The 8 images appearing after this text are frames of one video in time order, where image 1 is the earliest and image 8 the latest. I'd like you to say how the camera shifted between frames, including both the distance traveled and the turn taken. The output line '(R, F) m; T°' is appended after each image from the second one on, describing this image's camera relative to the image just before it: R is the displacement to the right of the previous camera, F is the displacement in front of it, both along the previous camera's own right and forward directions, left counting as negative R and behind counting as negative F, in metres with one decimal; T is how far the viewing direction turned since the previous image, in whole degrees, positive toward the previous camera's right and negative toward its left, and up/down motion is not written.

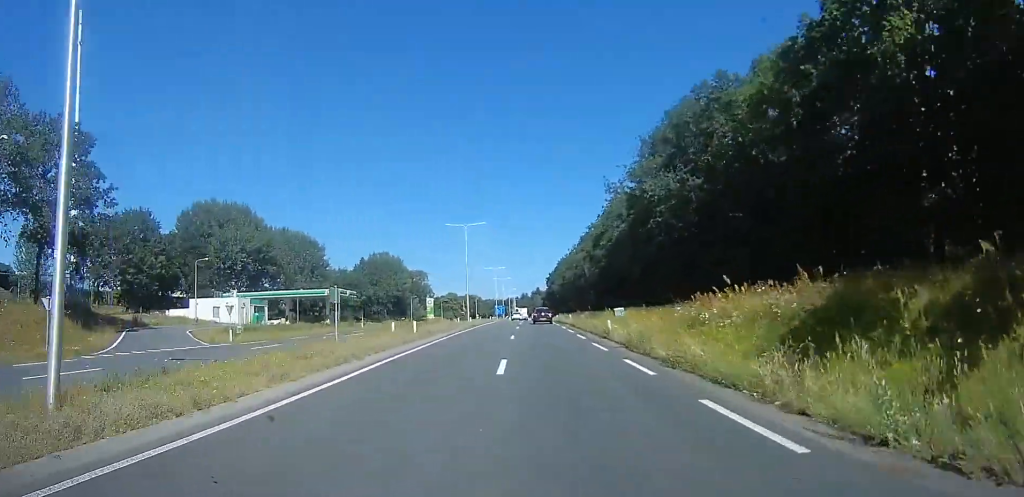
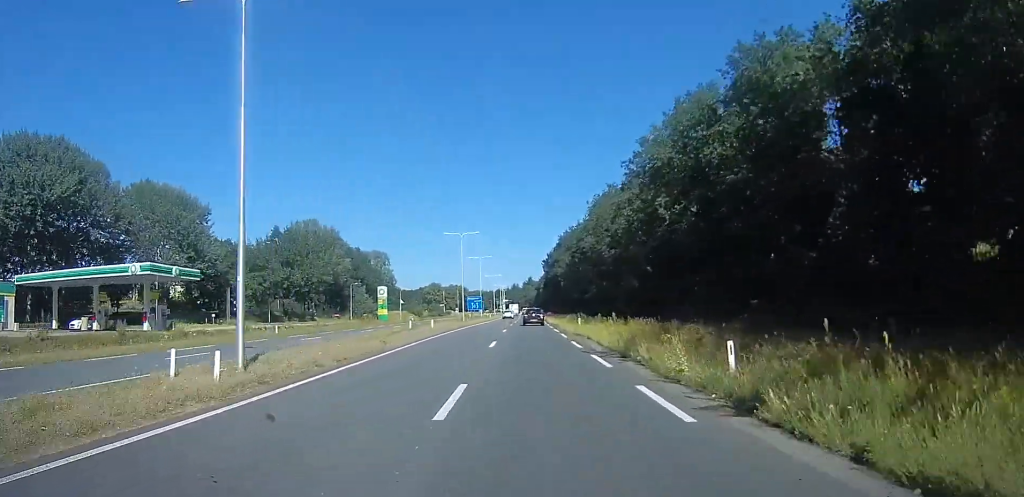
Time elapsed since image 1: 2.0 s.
(+1.4, +40.4) m; +2°
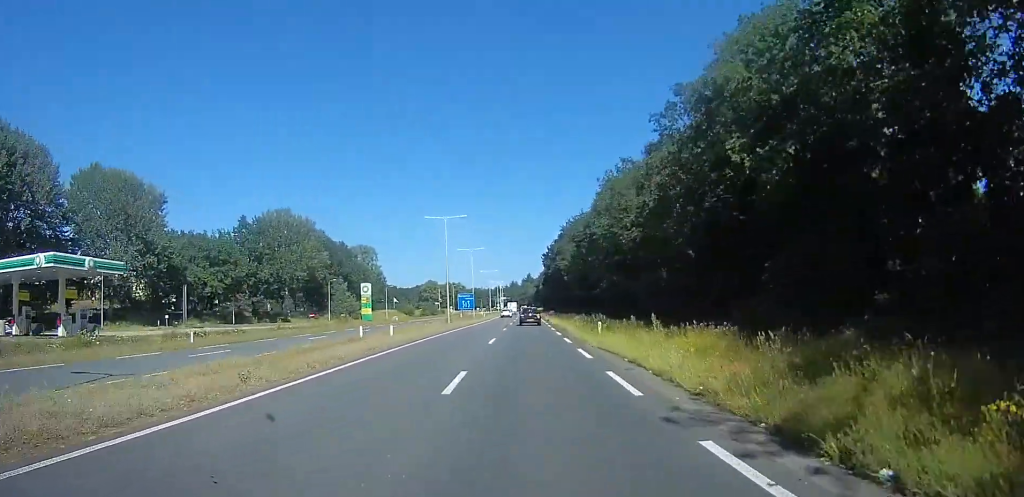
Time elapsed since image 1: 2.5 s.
(0.0, +10.0) m; -1°
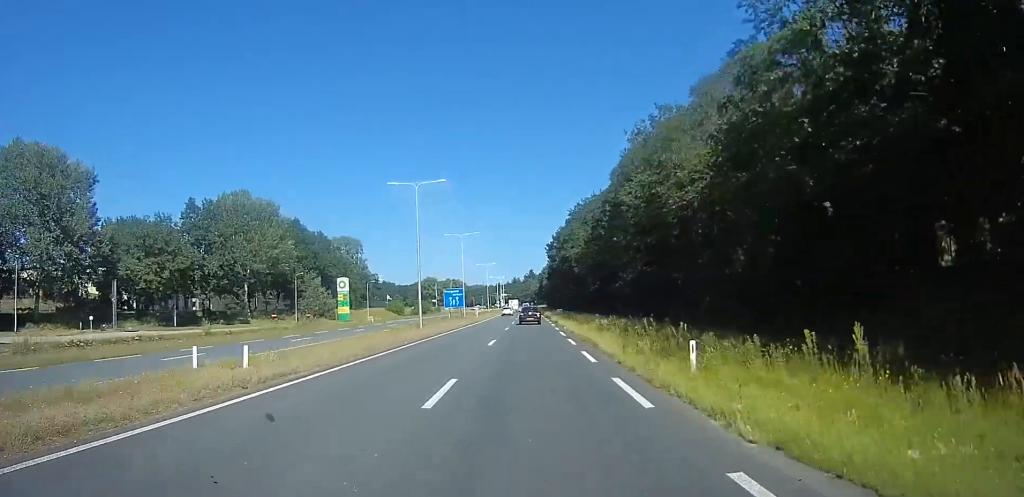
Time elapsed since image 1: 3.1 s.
(-0.3, +13.3) m; -1°
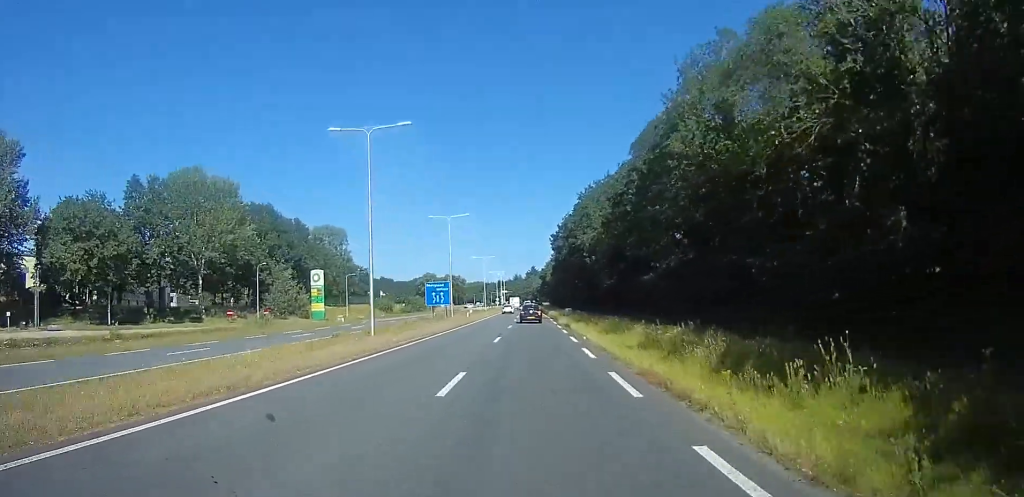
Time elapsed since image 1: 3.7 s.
(0.0, +11.1) m; 0°
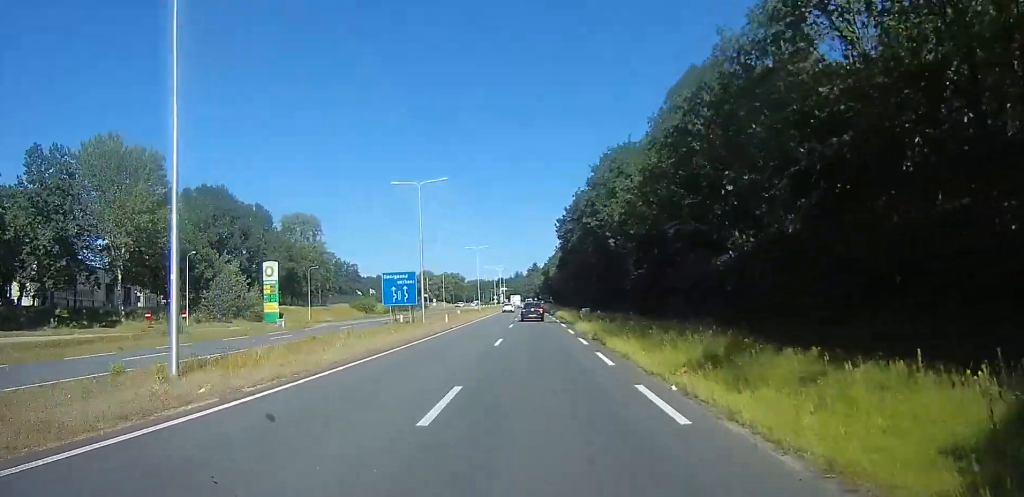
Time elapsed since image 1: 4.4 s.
(0.0, +14.2) m; 0°
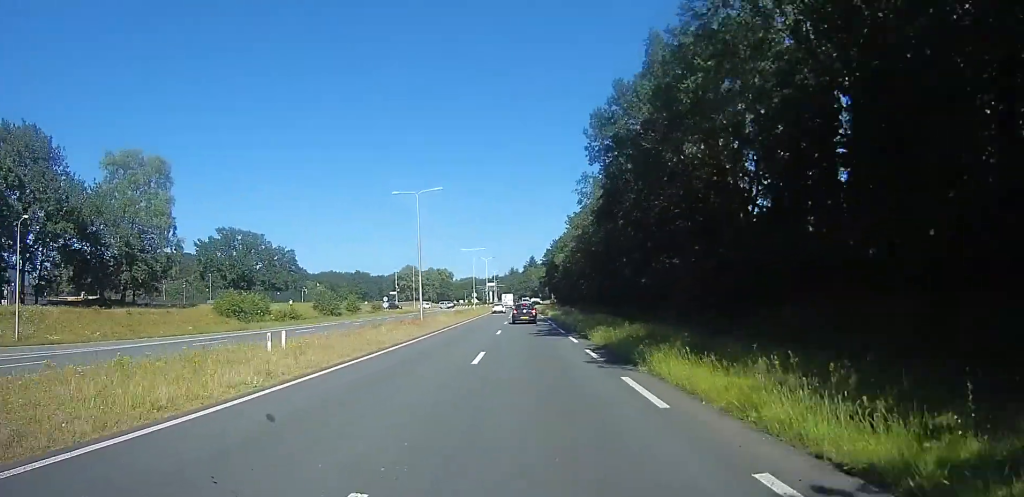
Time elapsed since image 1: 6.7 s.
(0.0, +41.9) m; 0°
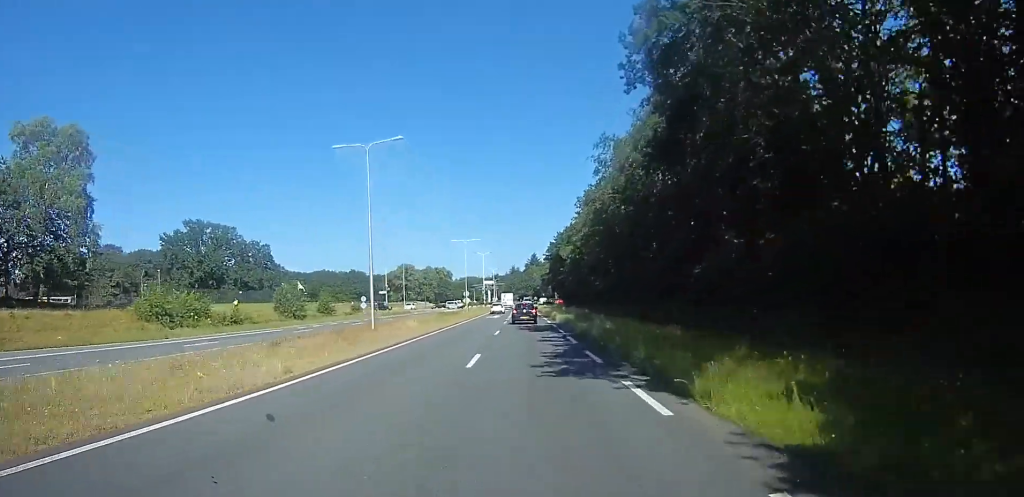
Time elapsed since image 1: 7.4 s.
(0.0, +12.9) m; 0°
